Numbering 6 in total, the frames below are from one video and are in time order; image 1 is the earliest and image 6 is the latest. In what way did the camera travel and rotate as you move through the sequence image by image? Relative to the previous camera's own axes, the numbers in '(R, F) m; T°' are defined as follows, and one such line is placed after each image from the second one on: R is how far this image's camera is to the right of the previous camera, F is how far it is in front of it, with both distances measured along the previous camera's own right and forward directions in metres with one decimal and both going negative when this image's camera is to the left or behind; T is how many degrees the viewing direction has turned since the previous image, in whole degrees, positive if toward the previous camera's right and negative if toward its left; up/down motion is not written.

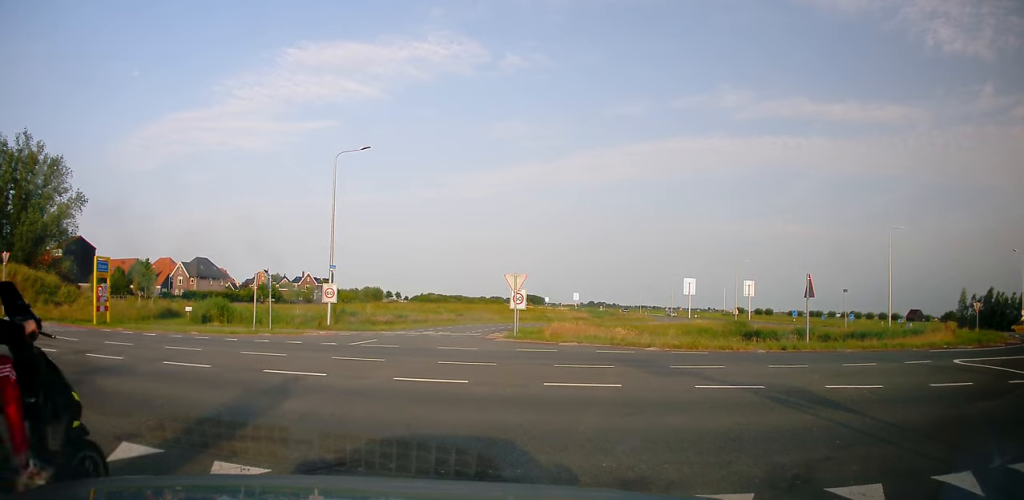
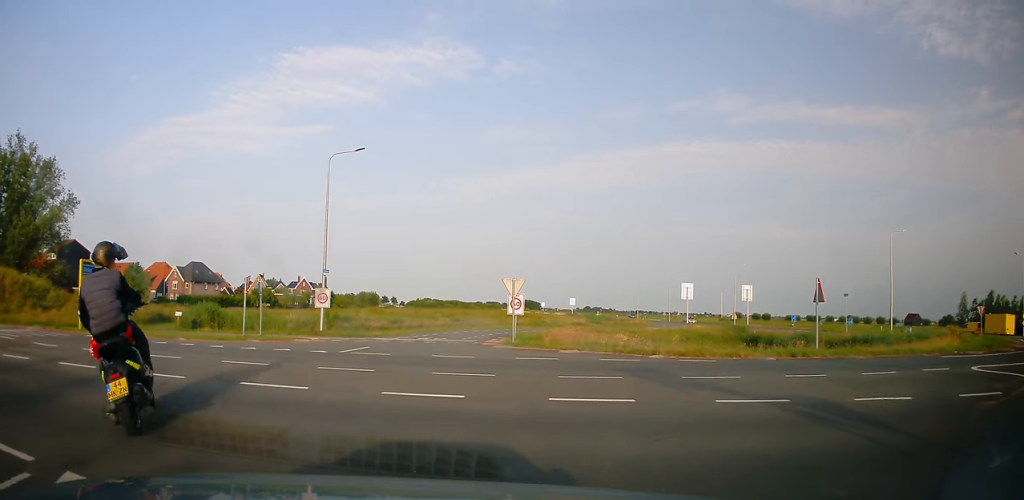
(-0.1, +0.8) m; 0°
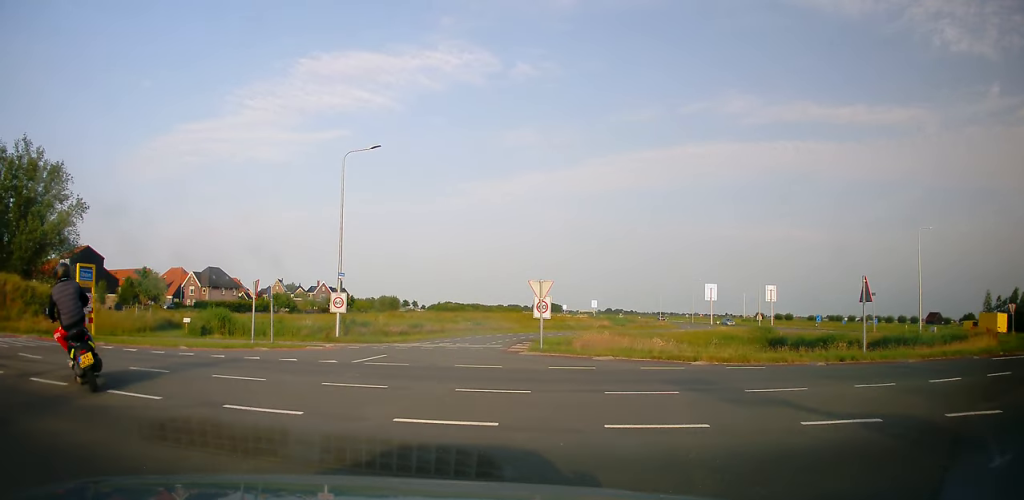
(+0.1, +1.7) m; -10°
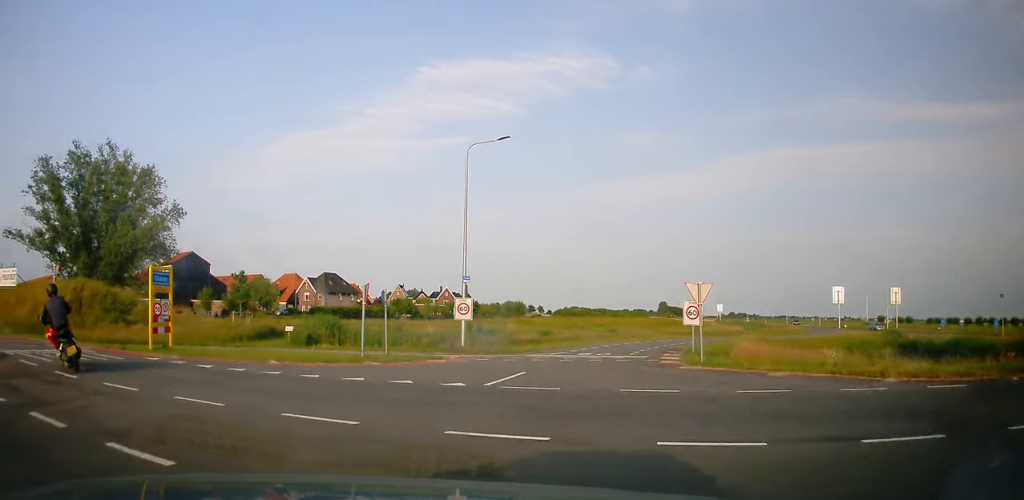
(-0.3, +2.9) m; -17°
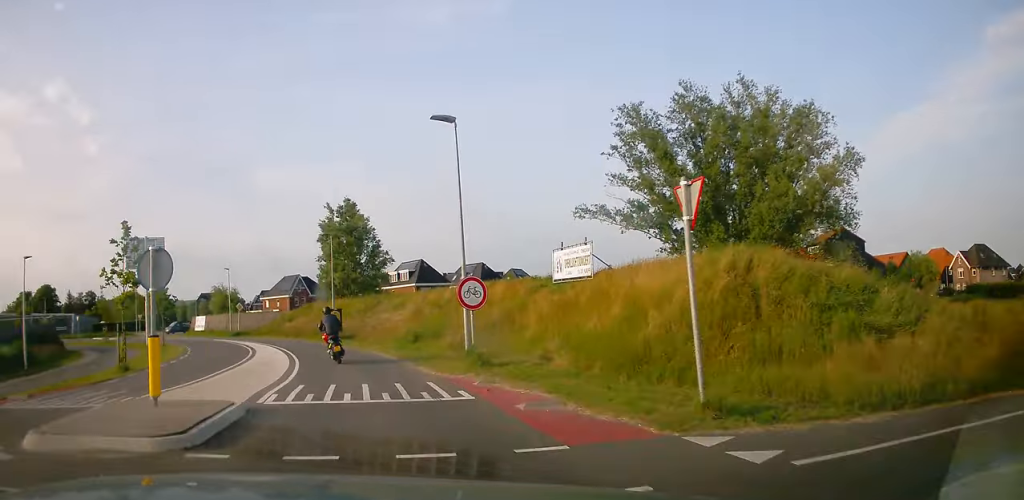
(-7.9, +14.6) m; -45°
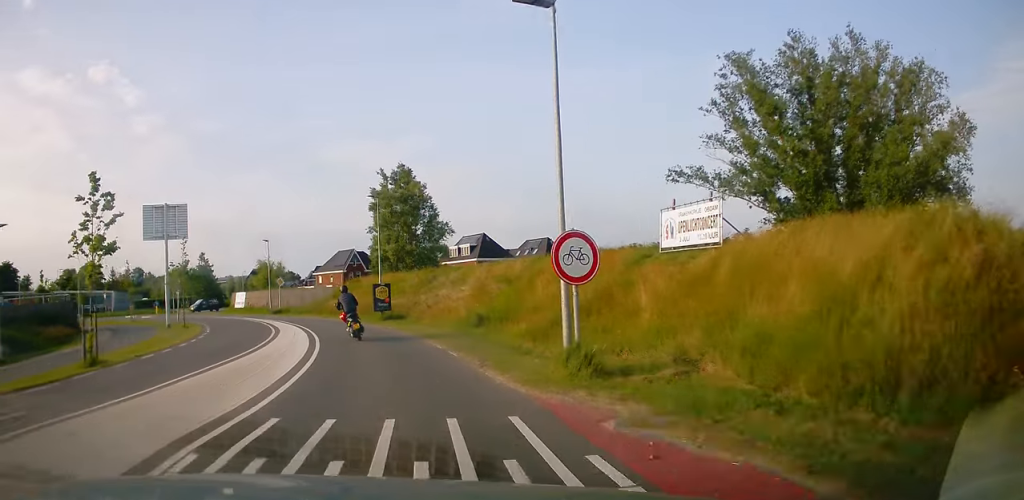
(0.0, +4.8) m; -6°
